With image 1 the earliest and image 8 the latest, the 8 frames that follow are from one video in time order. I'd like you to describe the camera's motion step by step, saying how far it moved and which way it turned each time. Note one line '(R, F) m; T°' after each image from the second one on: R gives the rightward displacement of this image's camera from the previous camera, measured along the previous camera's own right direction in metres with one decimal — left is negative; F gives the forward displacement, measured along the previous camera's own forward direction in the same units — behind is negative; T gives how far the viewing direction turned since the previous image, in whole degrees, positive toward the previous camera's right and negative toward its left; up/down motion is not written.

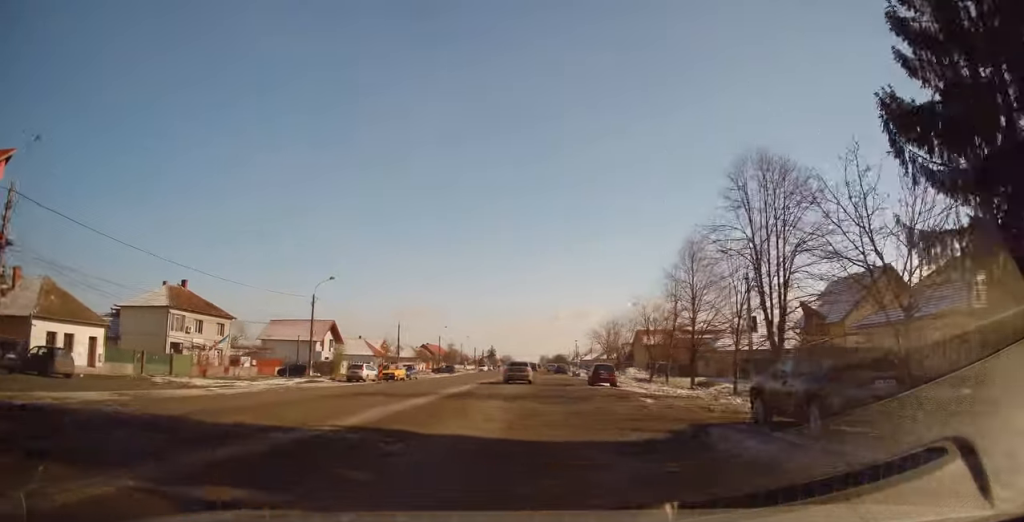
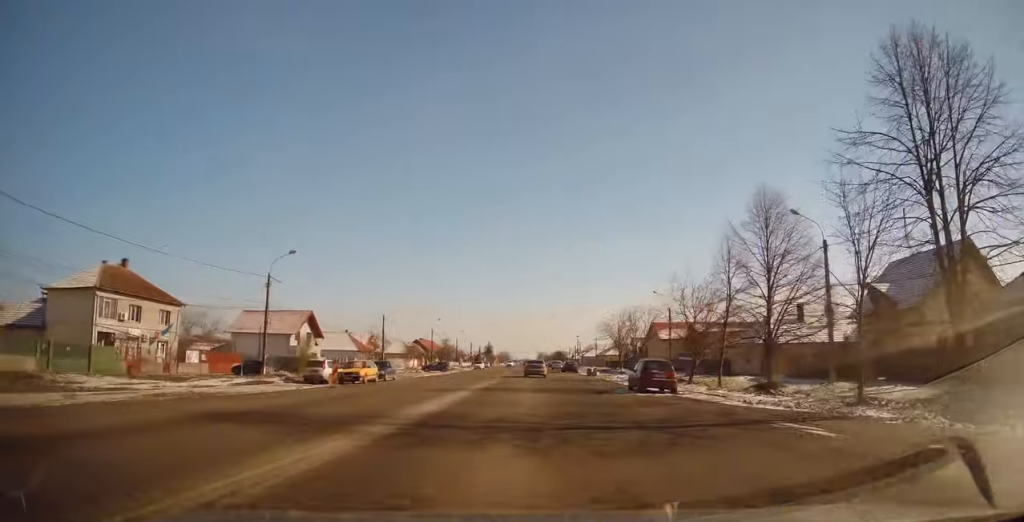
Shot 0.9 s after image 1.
(-0.7, +10.1) m; -2°
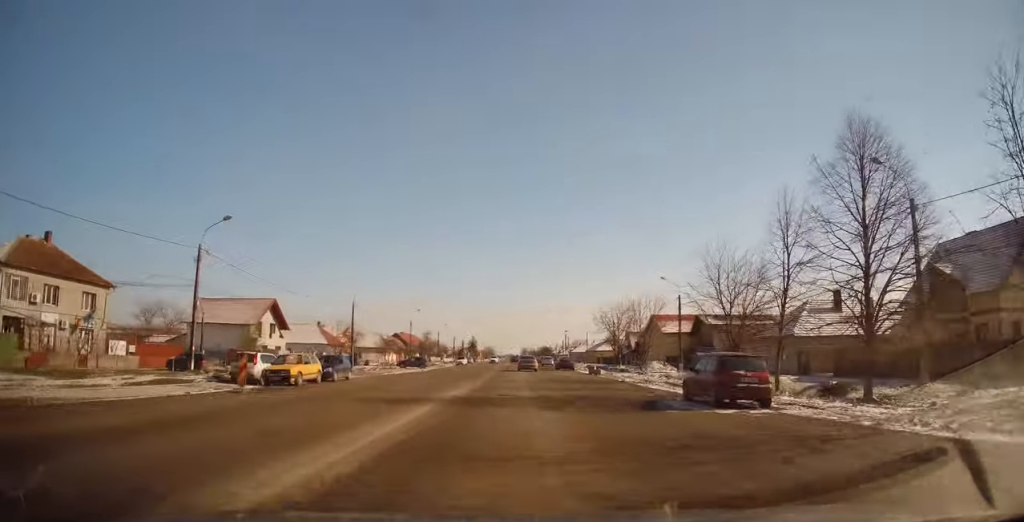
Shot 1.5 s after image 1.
(+0.1, +8.4) m; +2°
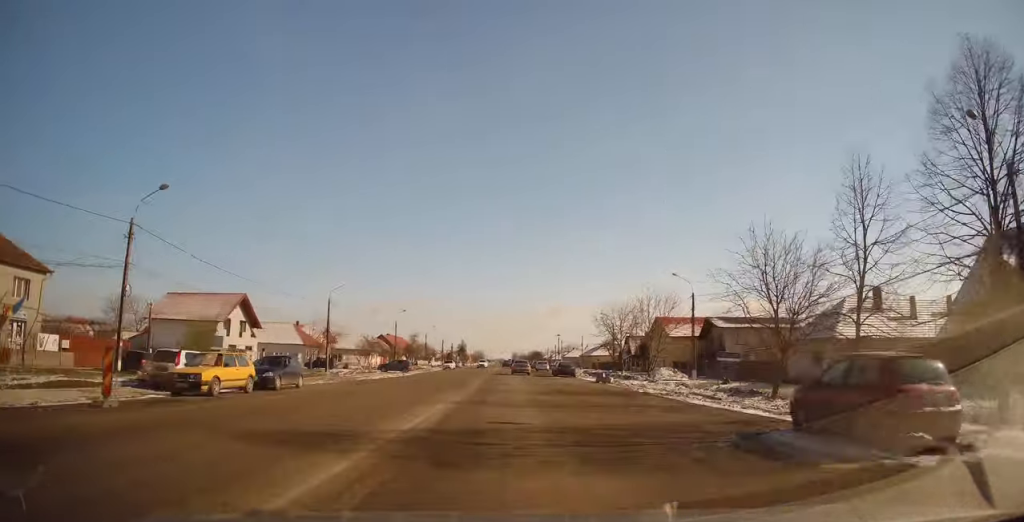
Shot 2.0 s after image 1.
(+0.2, +6.7) m; +1°
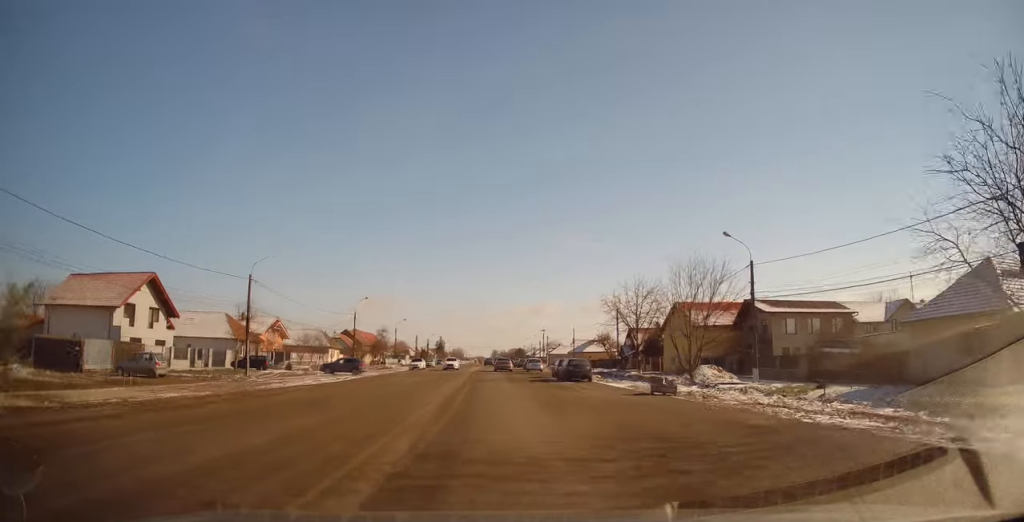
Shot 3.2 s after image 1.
(+0.4, +16.0) m; +2°
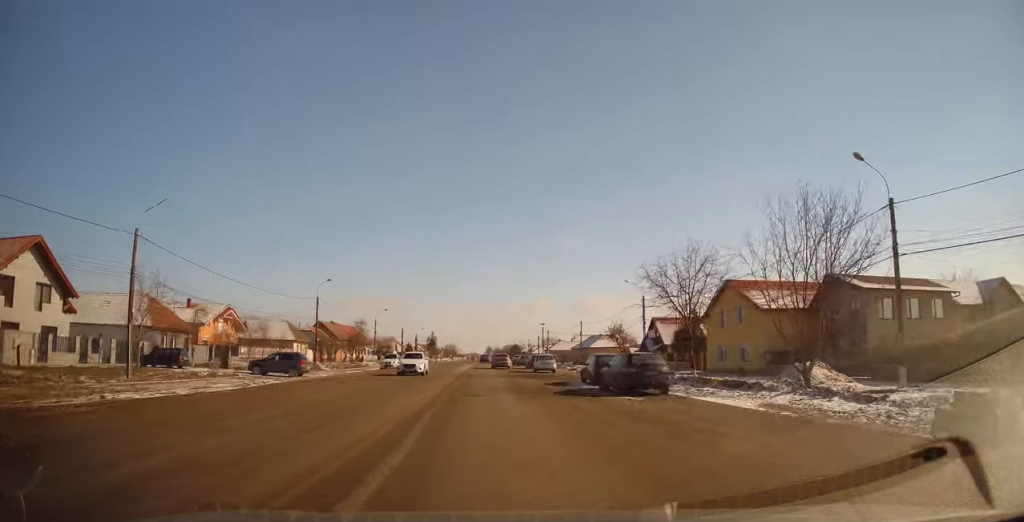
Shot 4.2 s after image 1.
(0.0, +14.7) m; -1°
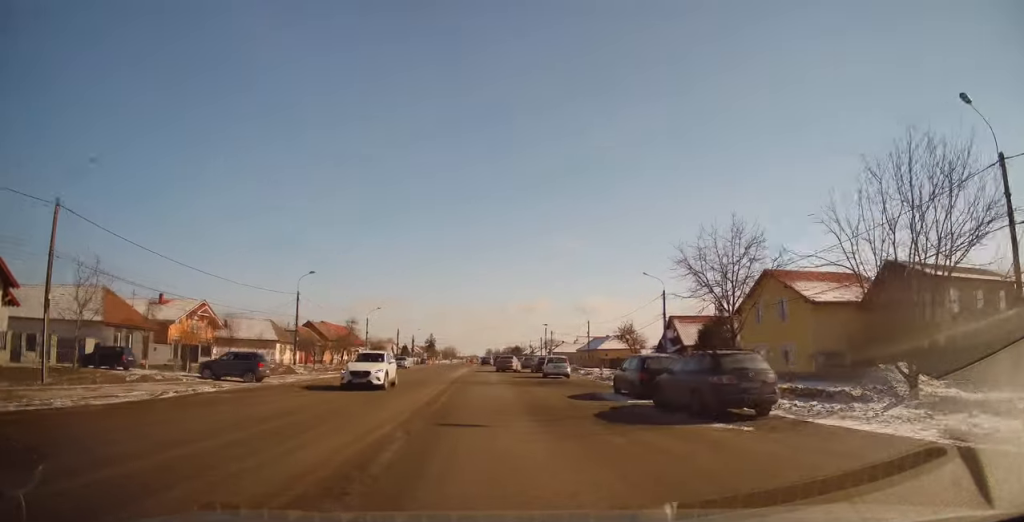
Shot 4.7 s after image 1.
(0.0, +6.7) m; 0°
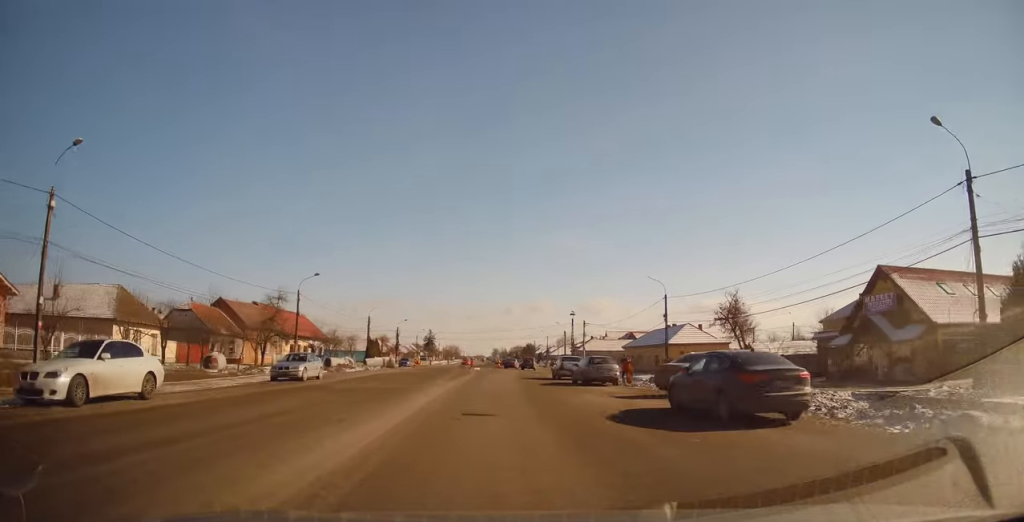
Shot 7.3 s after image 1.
(+1.2, +36.9) m; +2°
